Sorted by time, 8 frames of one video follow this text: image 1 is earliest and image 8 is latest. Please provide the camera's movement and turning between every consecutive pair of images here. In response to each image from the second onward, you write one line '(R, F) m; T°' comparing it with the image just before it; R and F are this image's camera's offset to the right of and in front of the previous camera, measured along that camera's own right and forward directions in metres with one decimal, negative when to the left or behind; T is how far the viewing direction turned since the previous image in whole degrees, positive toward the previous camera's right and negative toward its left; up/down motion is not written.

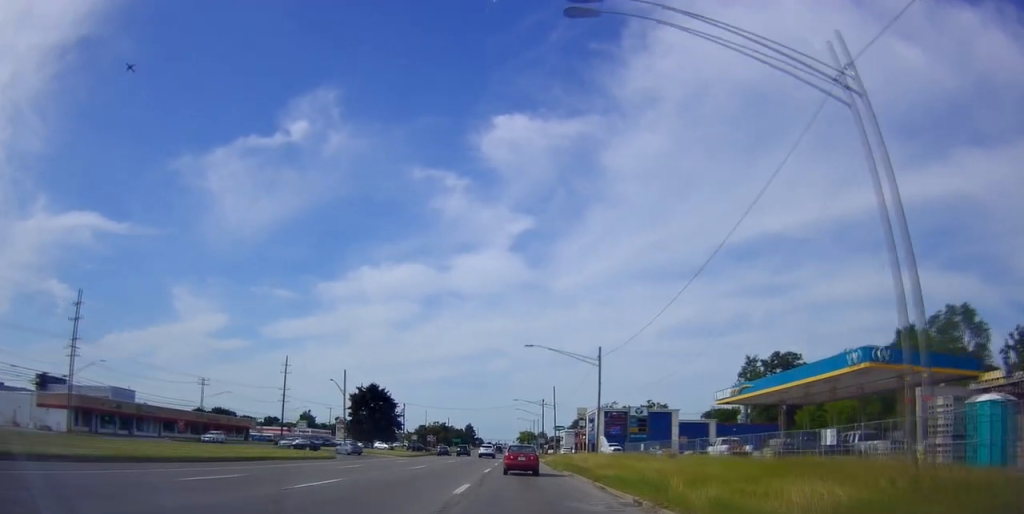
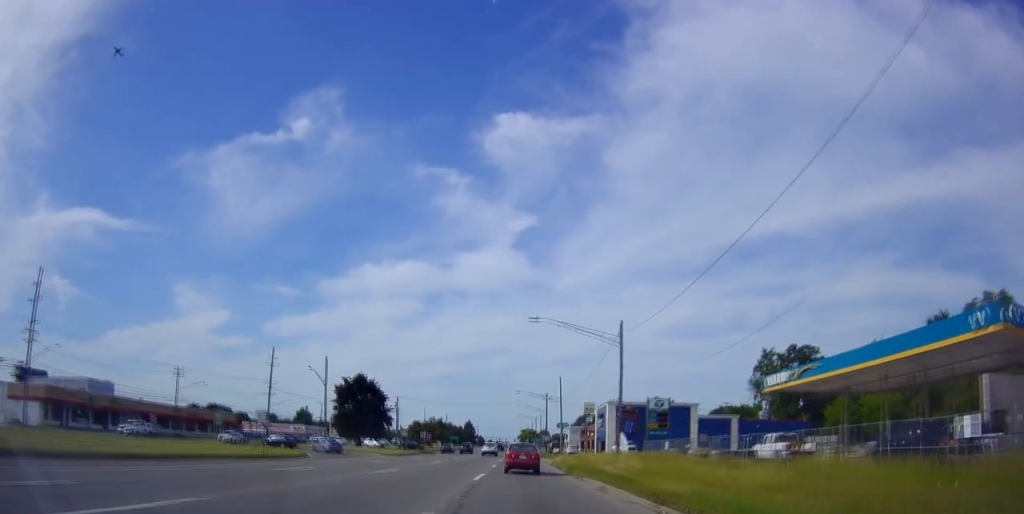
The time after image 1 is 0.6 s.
(+0.1, +9.3) m; 0°
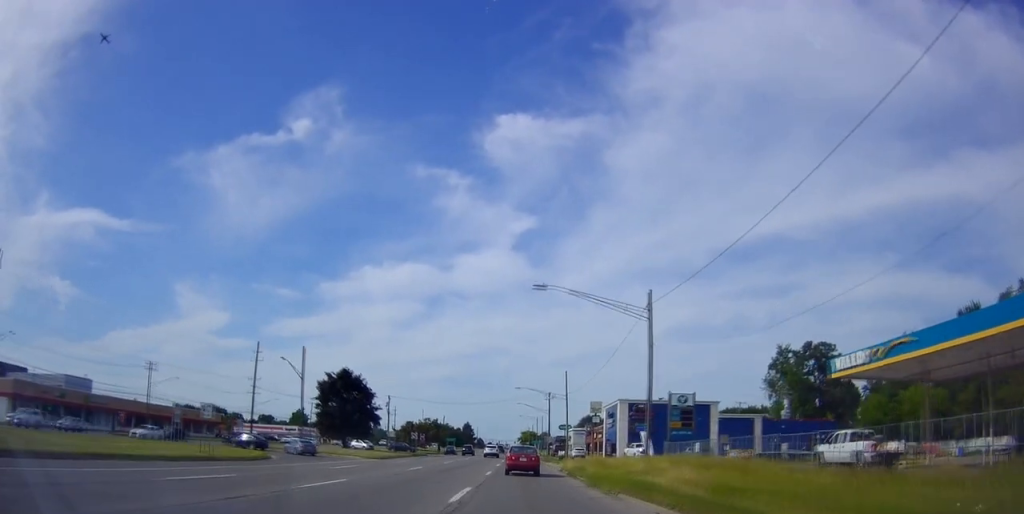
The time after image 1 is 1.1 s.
(+0.1, +8.8) m; -1°
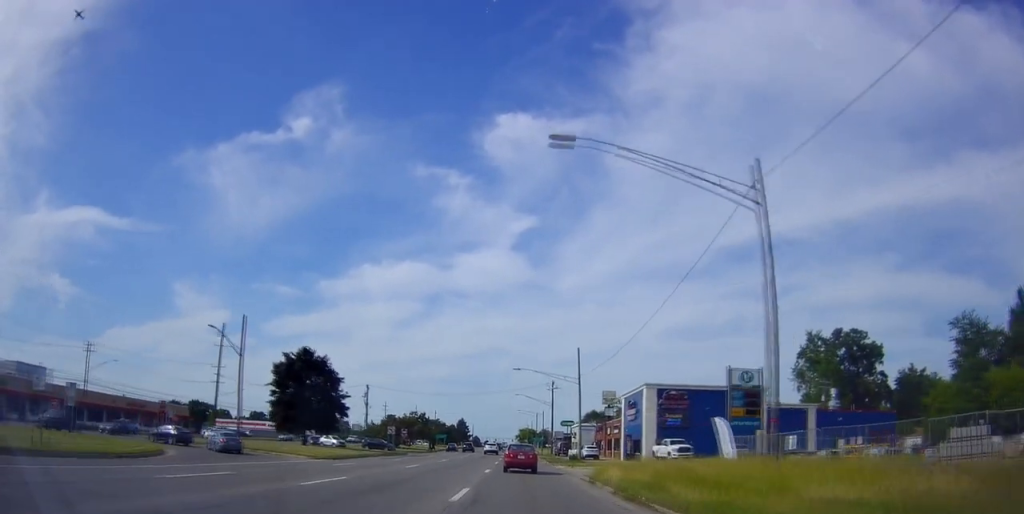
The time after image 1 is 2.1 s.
(-0.4, +15.6) m; 0°
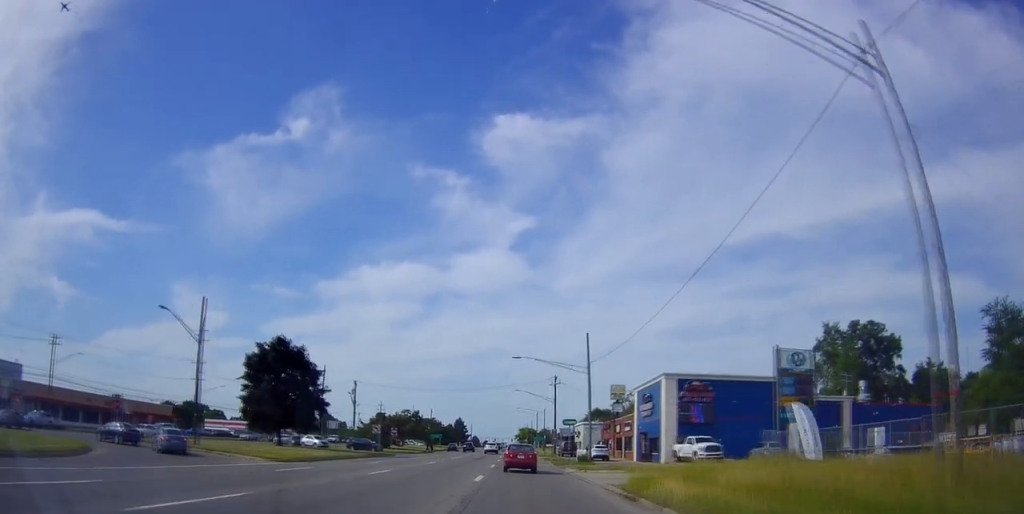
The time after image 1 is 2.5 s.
(+0.1, +7.4) m; 0°
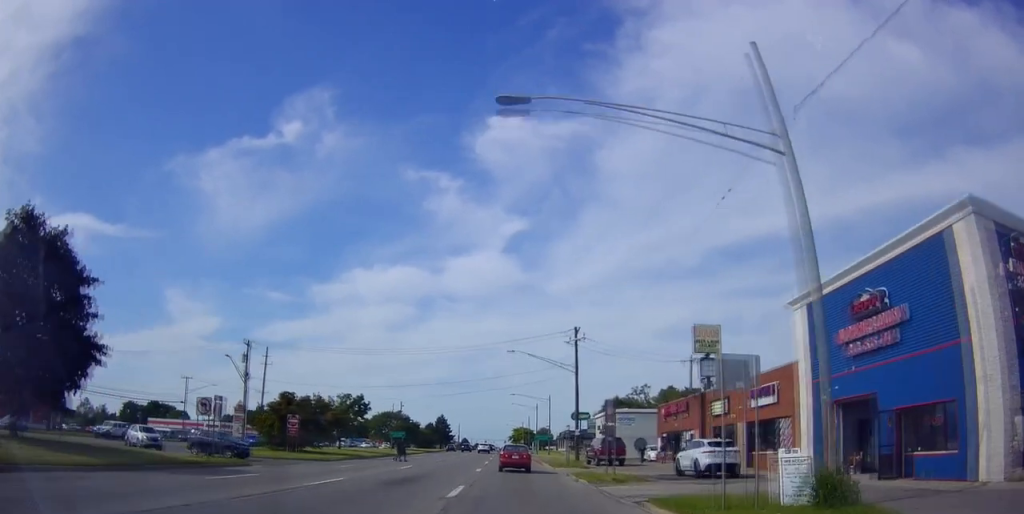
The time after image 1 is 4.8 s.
(-0.3, +36.7) m; -2°
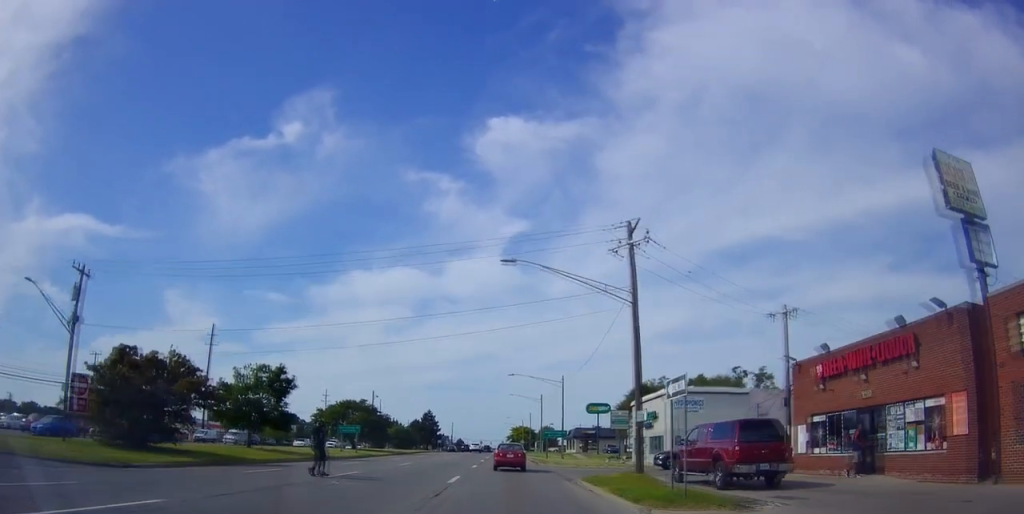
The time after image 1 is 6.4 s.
(+0.6, +25.4) m; +3°
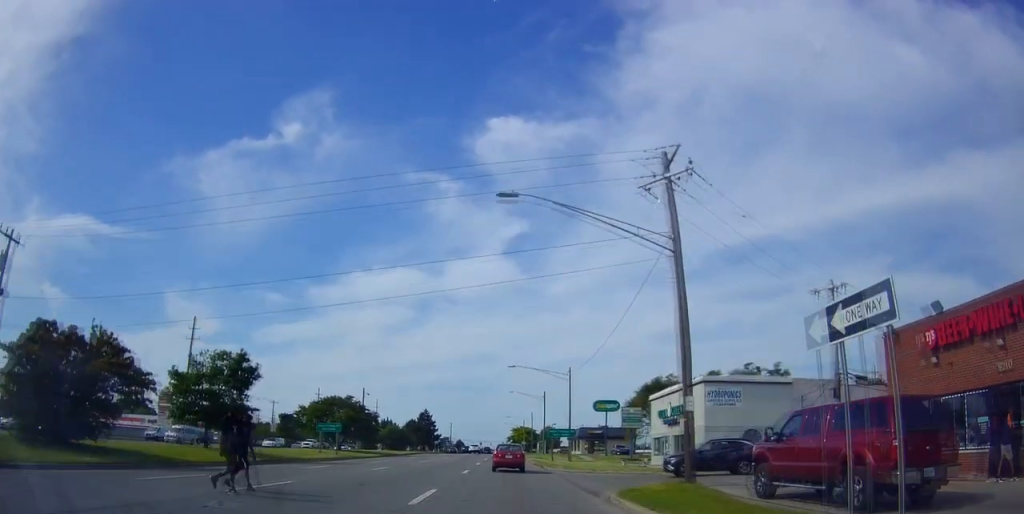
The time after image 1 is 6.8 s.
(0.0, +7.3) m; 0°
